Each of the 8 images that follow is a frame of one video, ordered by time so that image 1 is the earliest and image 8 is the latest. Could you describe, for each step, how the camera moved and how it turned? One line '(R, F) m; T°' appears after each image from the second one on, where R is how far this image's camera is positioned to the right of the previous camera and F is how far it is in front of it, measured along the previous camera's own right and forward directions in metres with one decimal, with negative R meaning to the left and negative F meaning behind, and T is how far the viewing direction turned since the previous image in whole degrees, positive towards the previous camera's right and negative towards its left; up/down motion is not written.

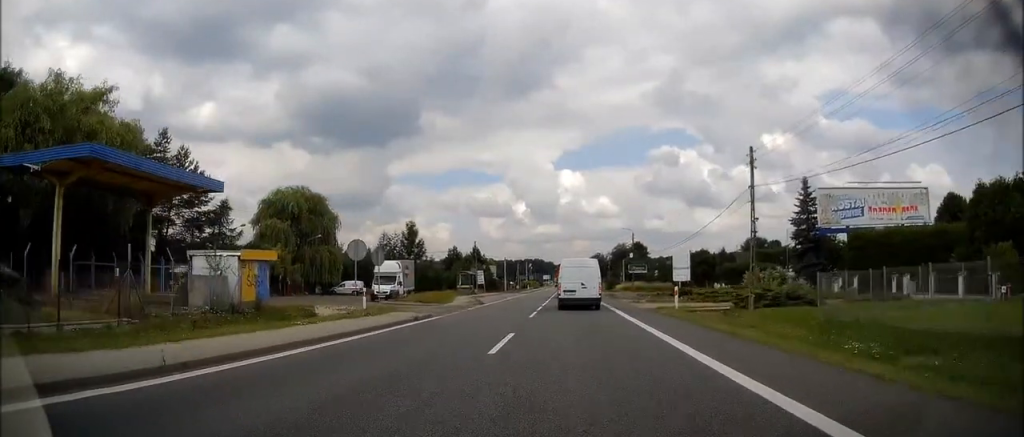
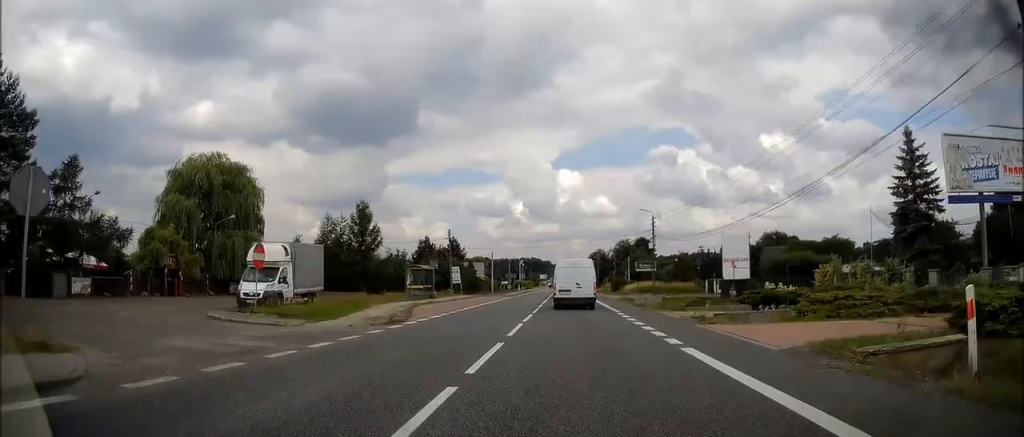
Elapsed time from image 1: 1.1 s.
(+0.1, +19.6) m; 0°
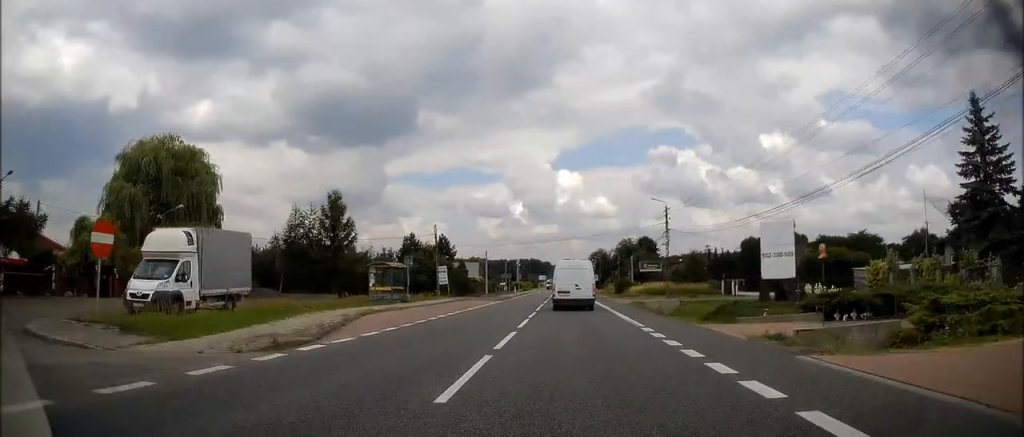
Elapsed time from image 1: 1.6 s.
(0.0, +8.1) m; 0°
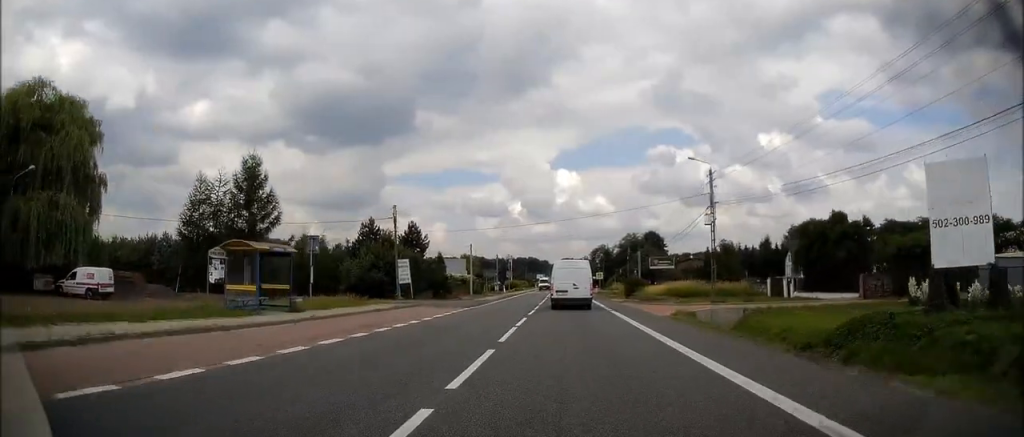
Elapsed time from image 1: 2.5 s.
(0.0, +16.2) m; 0°
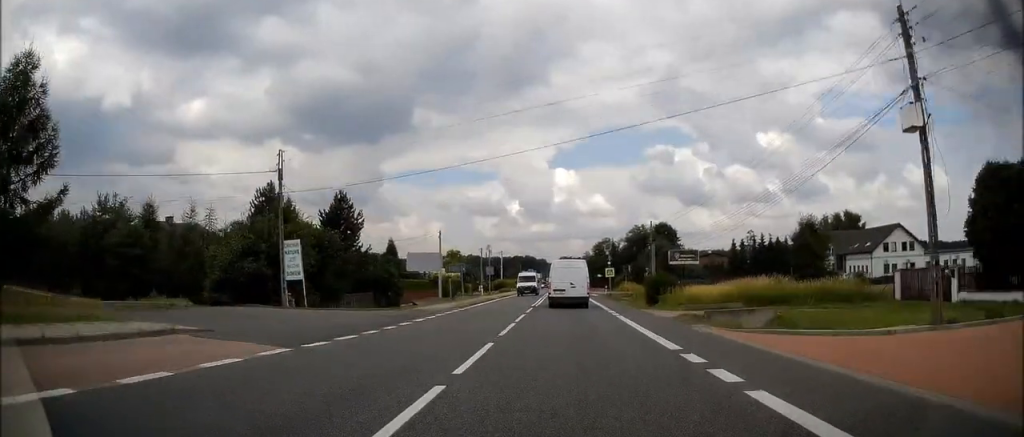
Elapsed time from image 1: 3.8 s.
(+0.3, +22.0) m; +1°
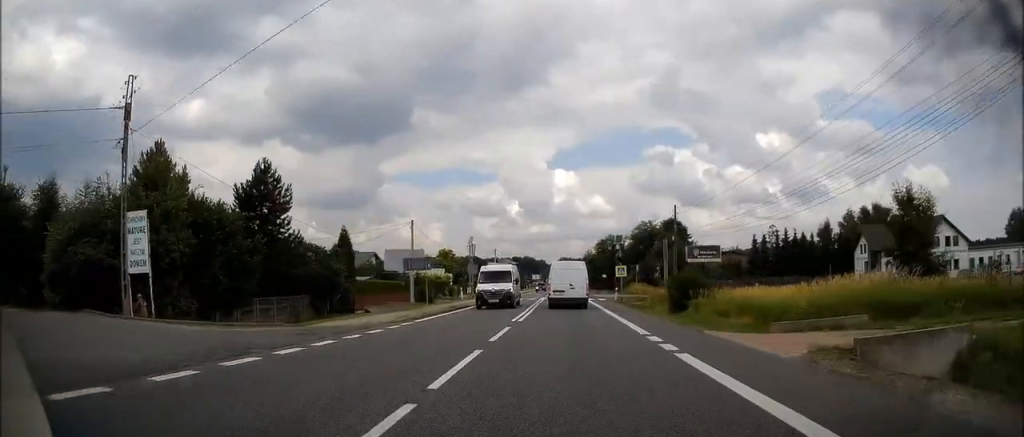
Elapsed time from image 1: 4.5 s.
(-0.1, +12.8) m; 0°
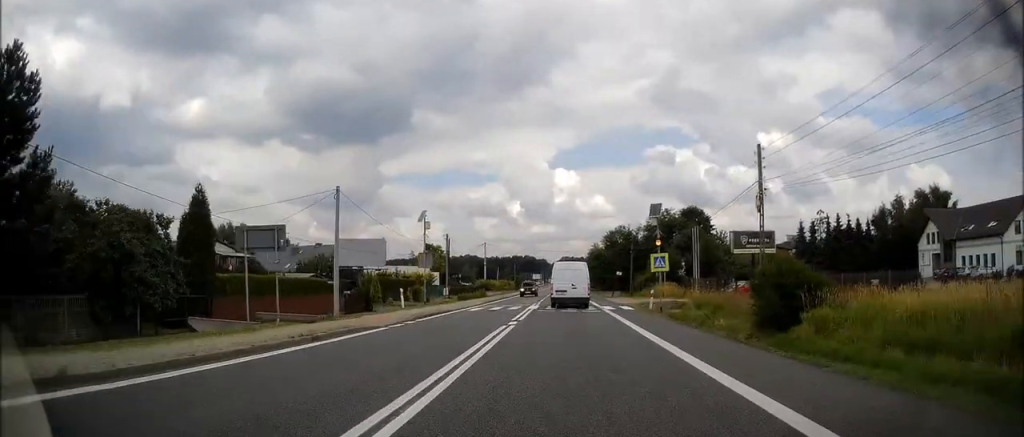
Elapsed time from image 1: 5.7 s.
(-0.2, +19.8) m; -1°
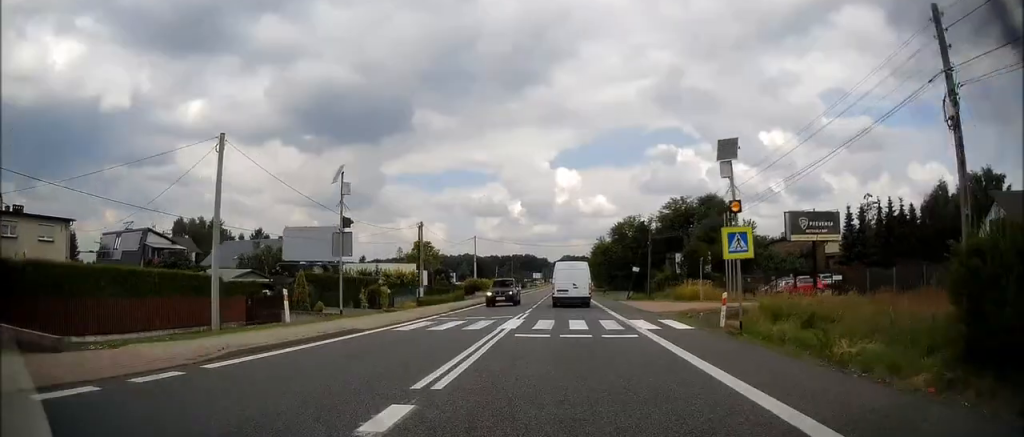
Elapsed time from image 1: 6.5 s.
(-0.1, +14.1) m; 0°
